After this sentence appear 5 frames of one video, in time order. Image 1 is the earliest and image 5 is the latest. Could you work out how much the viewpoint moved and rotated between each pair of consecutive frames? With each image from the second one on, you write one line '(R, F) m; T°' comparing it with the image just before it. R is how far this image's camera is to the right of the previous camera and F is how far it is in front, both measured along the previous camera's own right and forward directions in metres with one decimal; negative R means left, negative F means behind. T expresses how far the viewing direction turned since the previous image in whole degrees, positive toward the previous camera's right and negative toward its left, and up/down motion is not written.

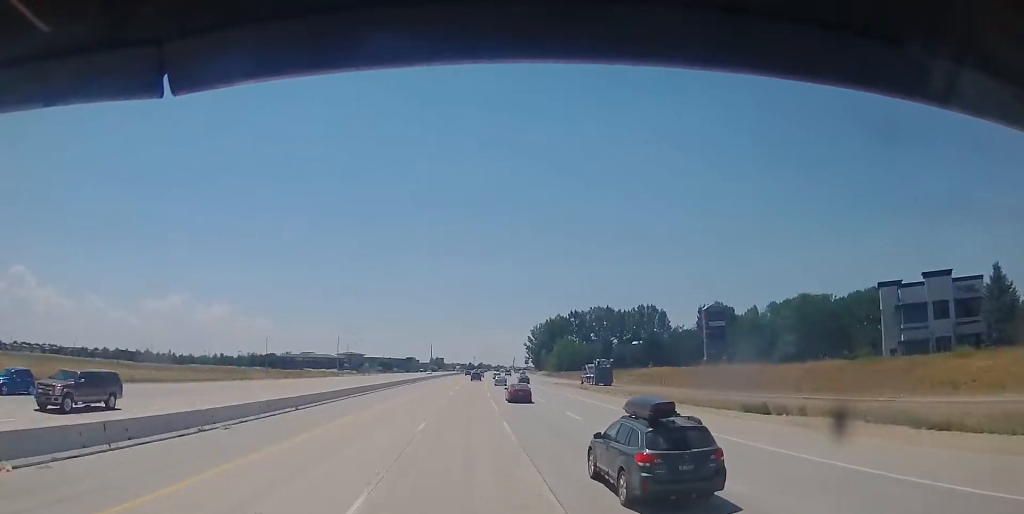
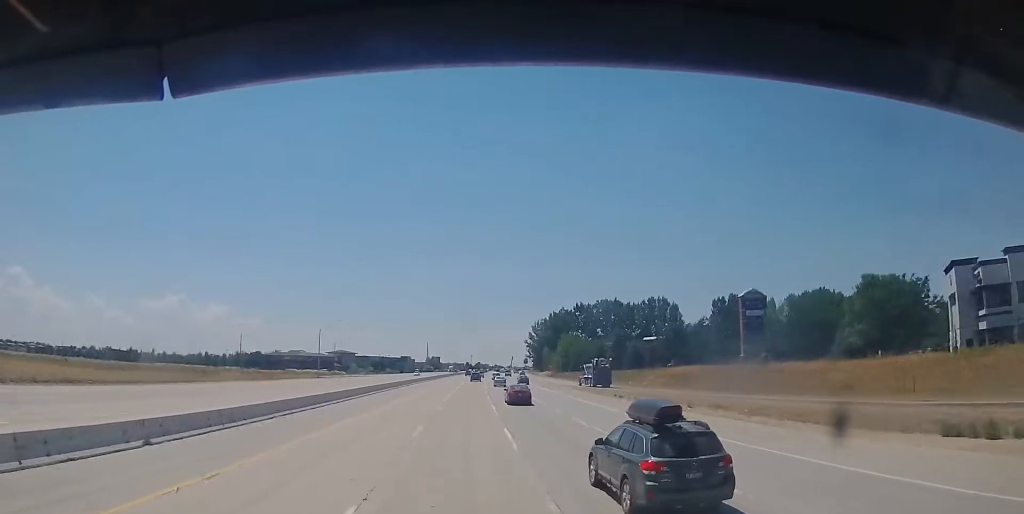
(+0.2, +15.6) m; +1°
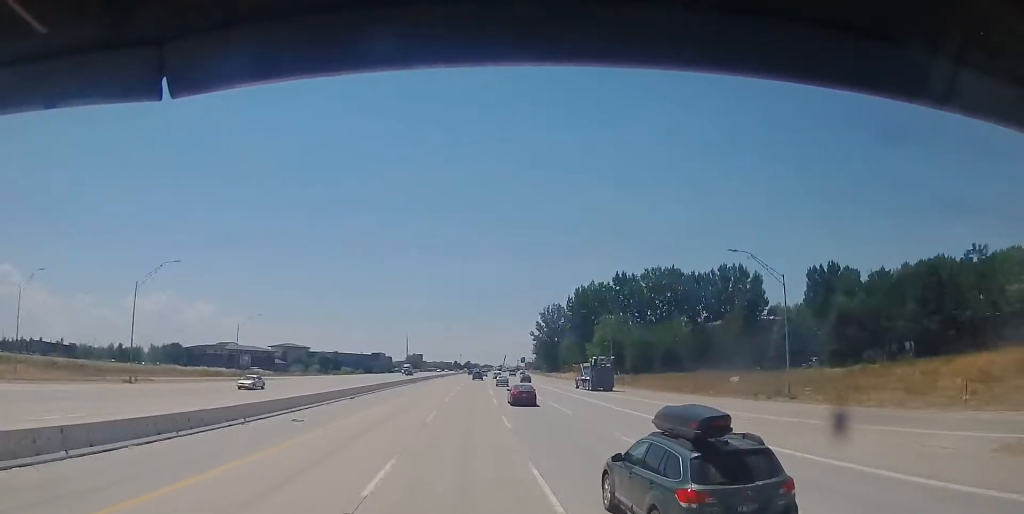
(+0.5, +70.8) m; 0°
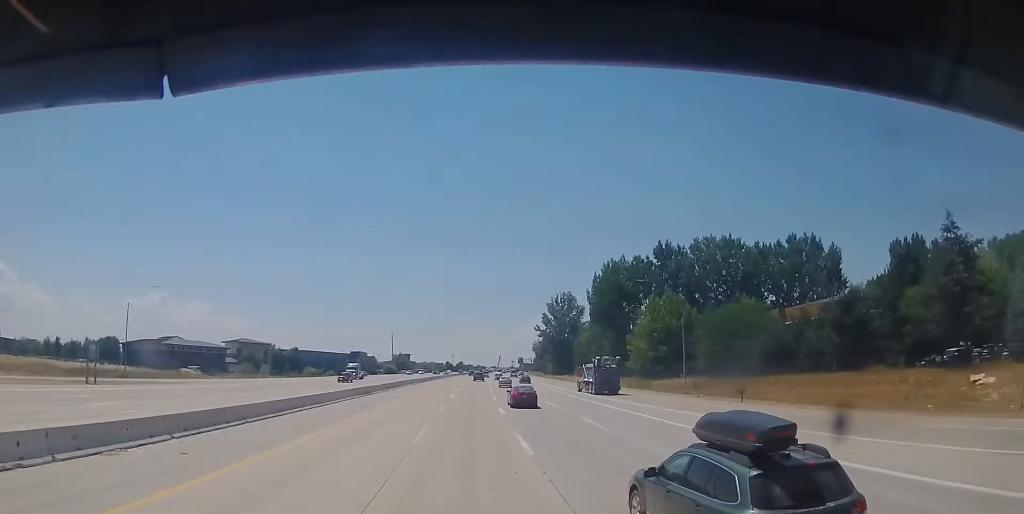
(-0.5, +37.7) m; -1°
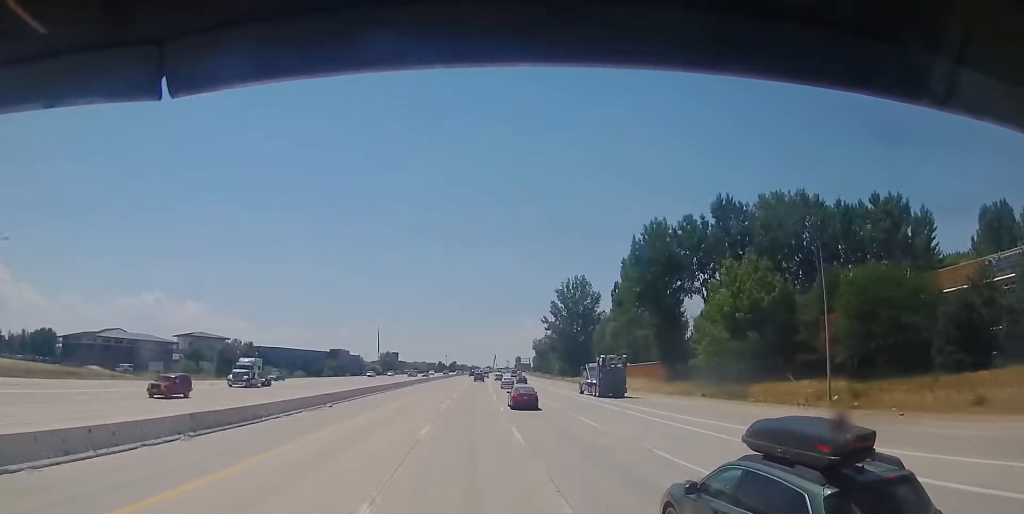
(0.0, +29.2) m; 0°
